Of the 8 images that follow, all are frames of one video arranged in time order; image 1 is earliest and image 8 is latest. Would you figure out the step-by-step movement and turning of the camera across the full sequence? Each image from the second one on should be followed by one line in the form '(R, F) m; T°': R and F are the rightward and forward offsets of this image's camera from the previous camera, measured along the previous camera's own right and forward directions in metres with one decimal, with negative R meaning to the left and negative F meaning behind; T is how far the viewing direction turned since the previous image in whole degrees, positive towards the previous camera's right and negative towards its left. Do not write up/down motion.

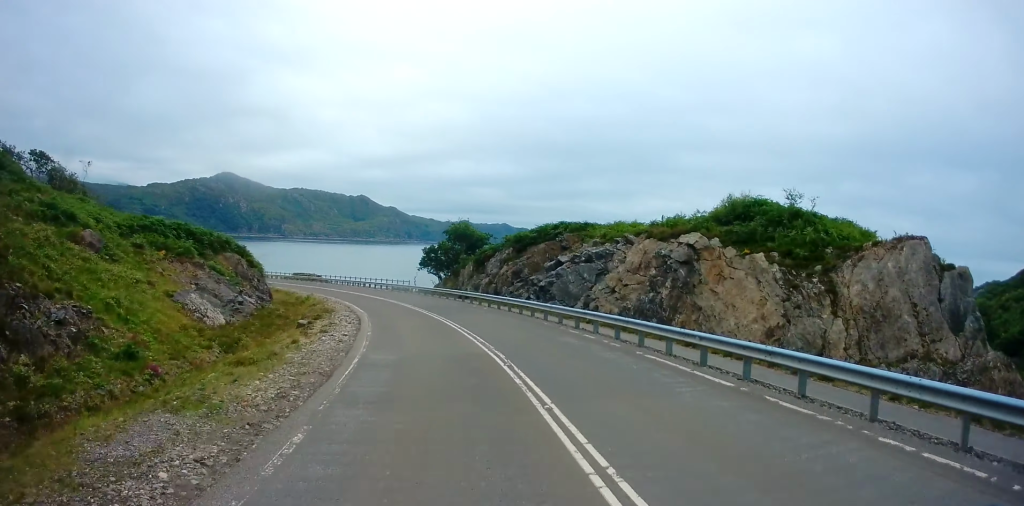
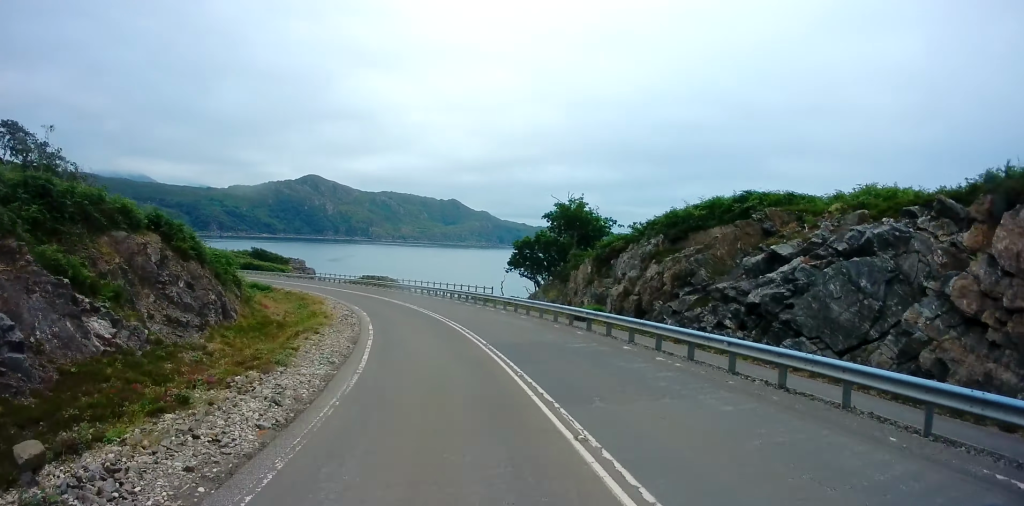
(-1.5, +20.0) m; -9°
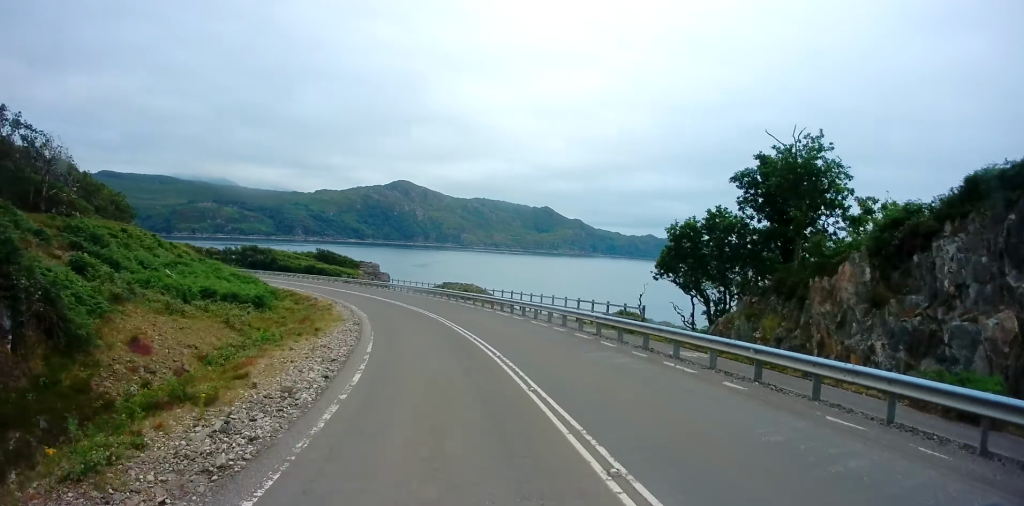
(-1.5, +19.8) m; -10°
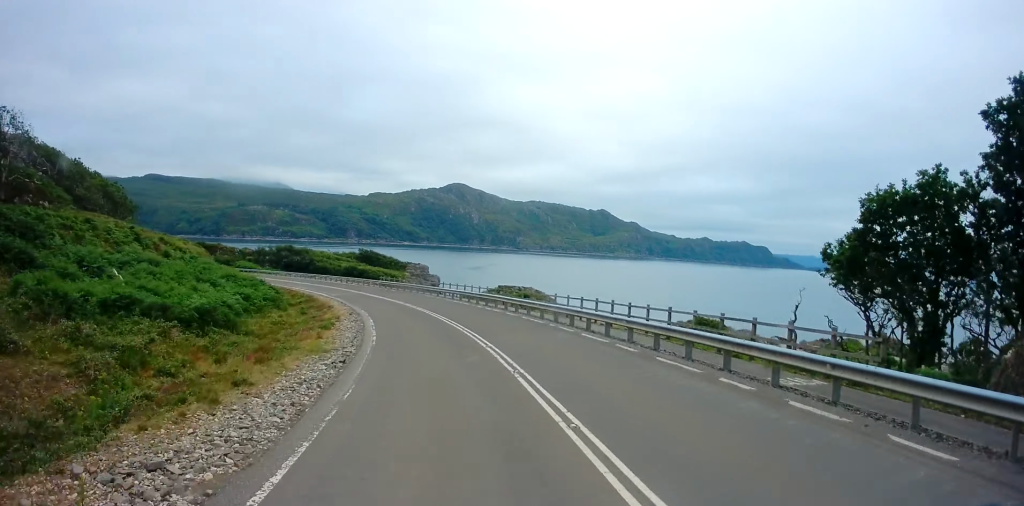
(-0.9, +11.9) m; -6°
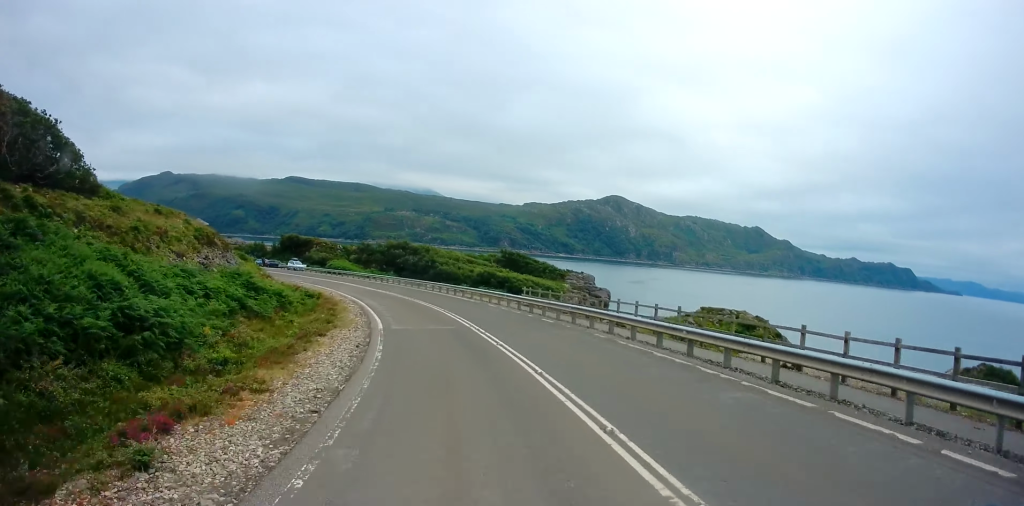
(-4.2, +33.6) m; -14°
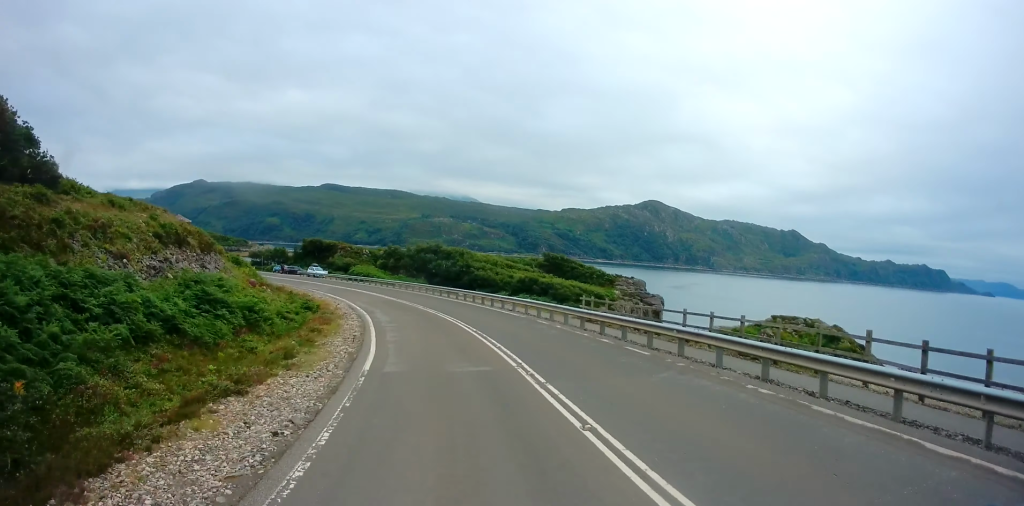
(0.0, +9.4) m; -4°
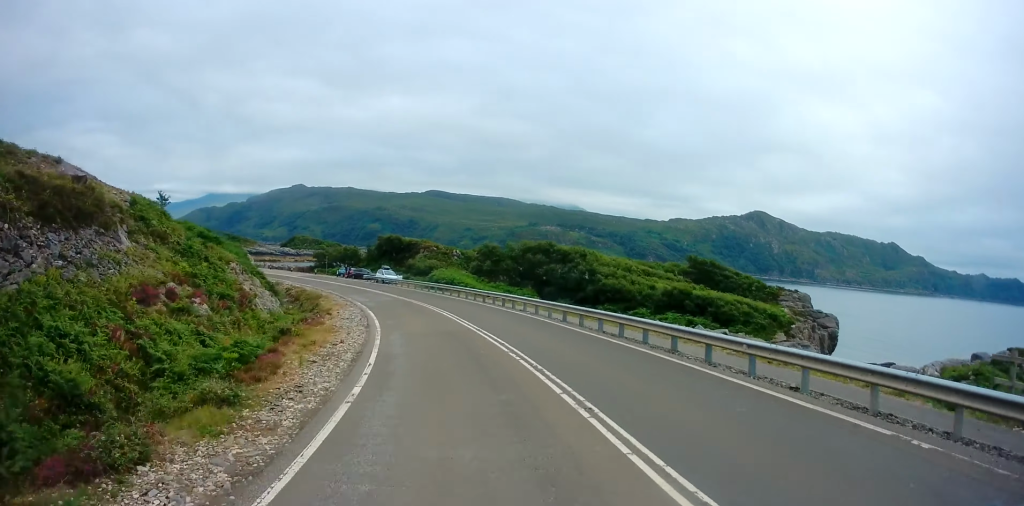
(-2.2, +21.8) m; -10°
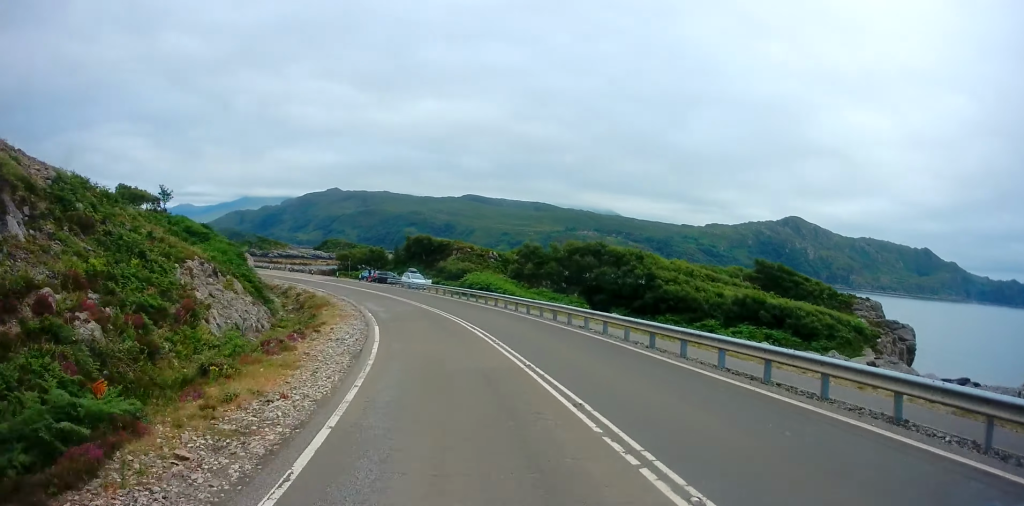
(-0.5, +8.2) m; -4°
